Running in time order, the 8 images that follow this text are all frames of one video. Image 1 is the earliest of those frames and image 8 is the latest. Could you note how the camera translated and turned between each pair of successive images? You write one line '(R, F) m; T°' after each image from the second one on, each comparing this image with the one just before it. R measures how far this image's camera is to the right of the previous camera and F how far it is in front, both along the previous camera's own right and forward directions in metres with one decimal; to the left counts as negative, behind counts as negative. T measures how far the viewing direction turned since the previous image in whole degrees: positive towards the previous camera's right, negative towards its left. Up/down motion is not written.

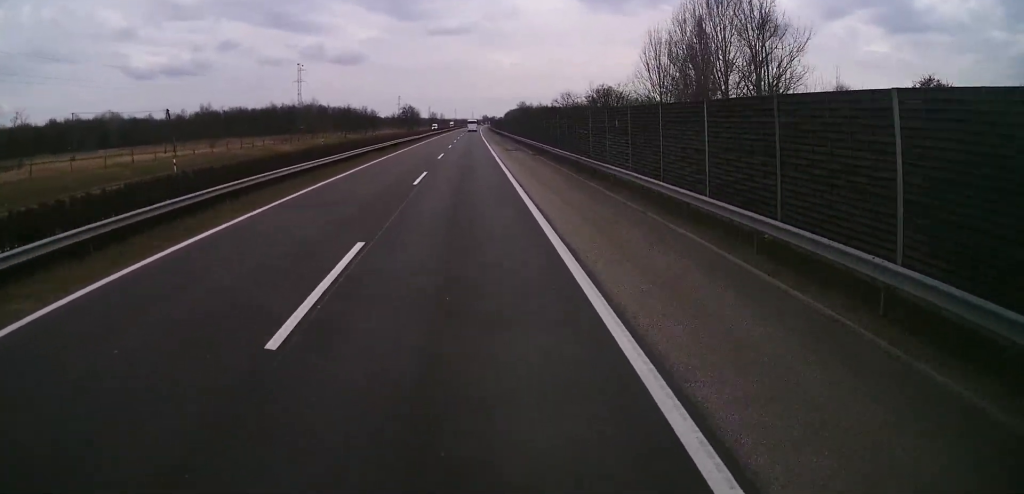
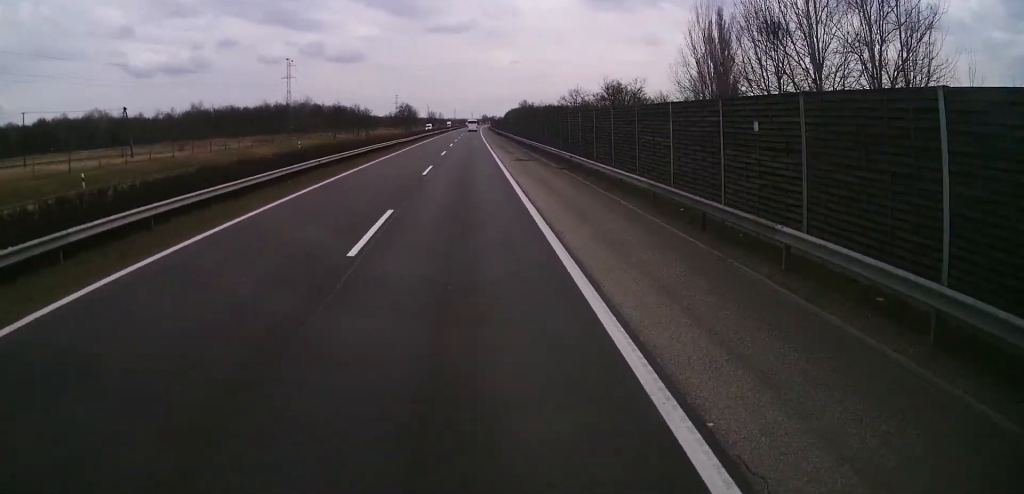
(-0.2, +13.1) m; 0°
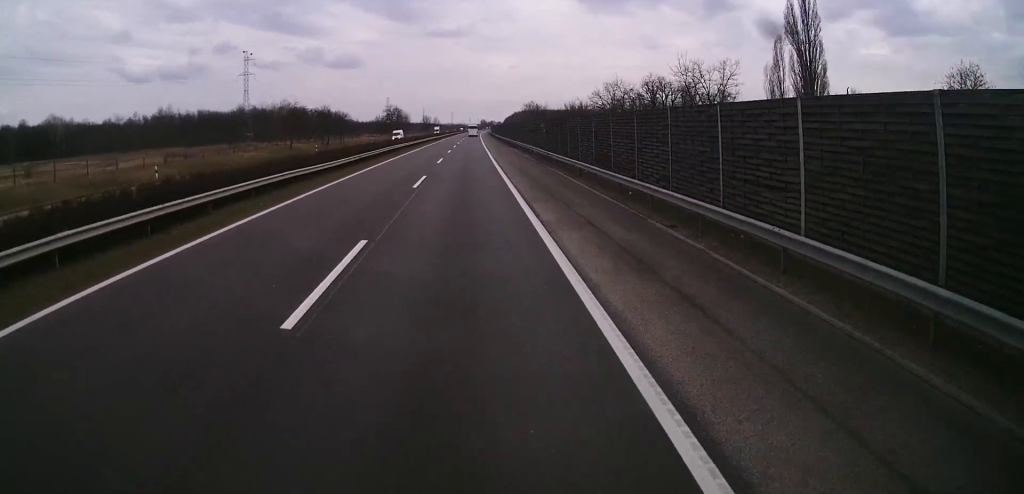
(+0.1, +39.9) m; 0°
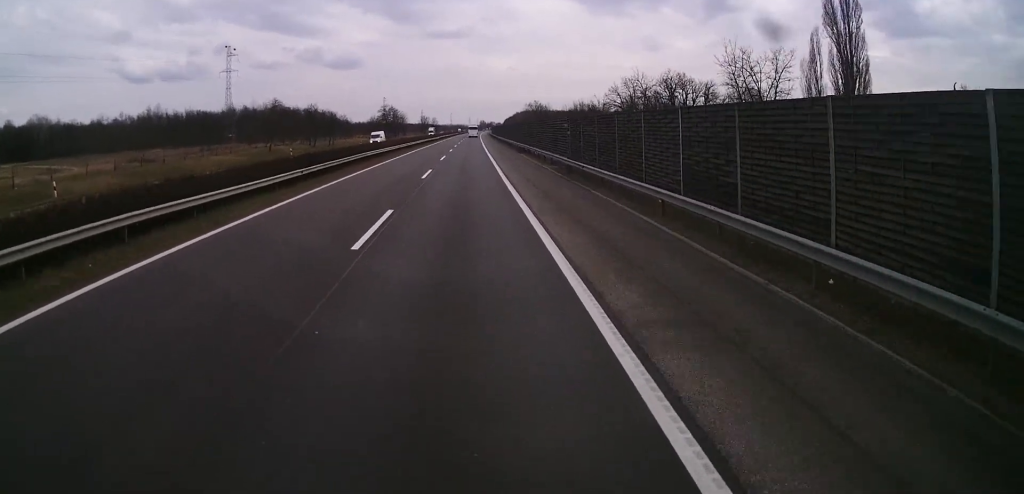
(-0.1, +13.0) m; 0°
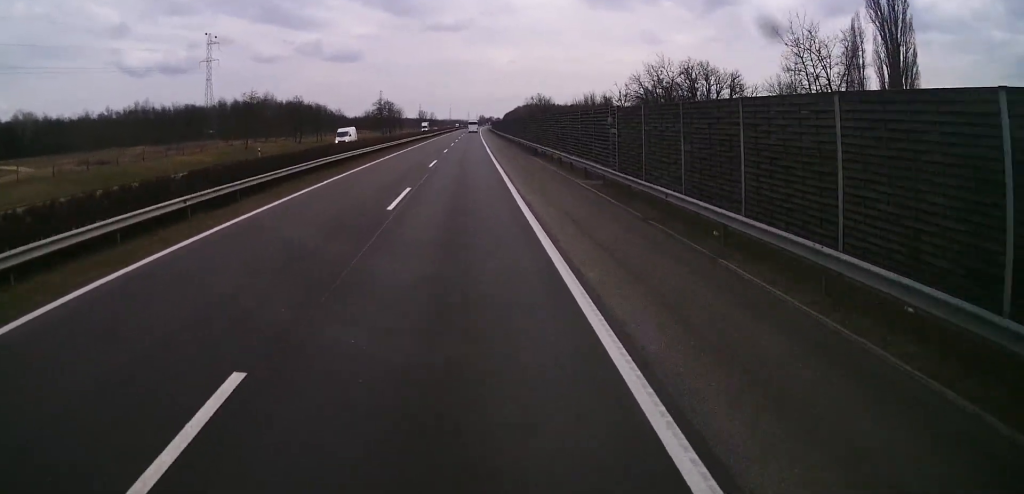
(0.0, +12.3) m; +1°
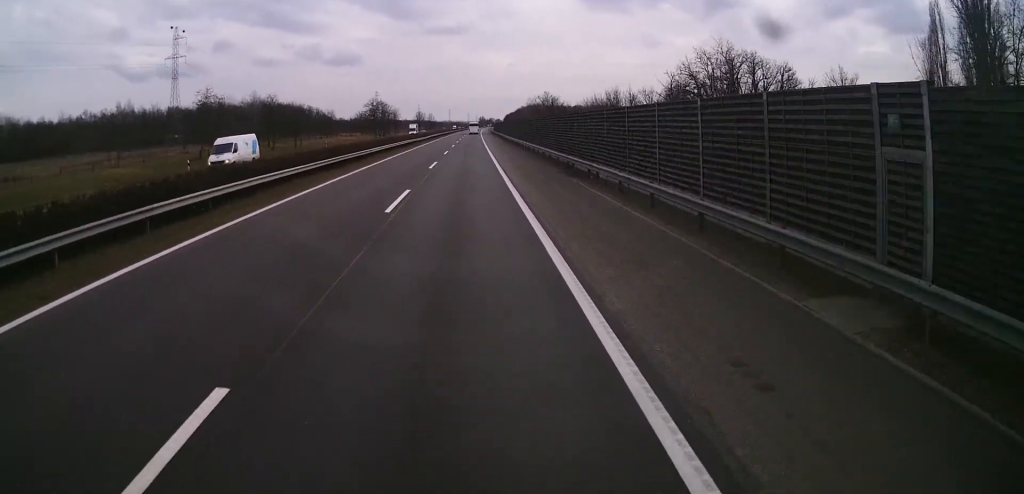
(+0.2, +18.4) m; +1°
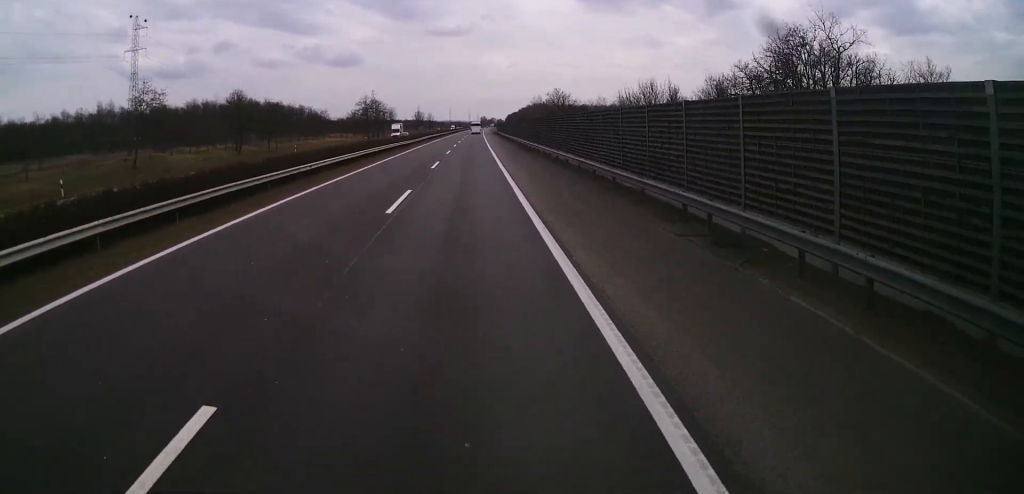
(+0.3, +18.5) m; 0°
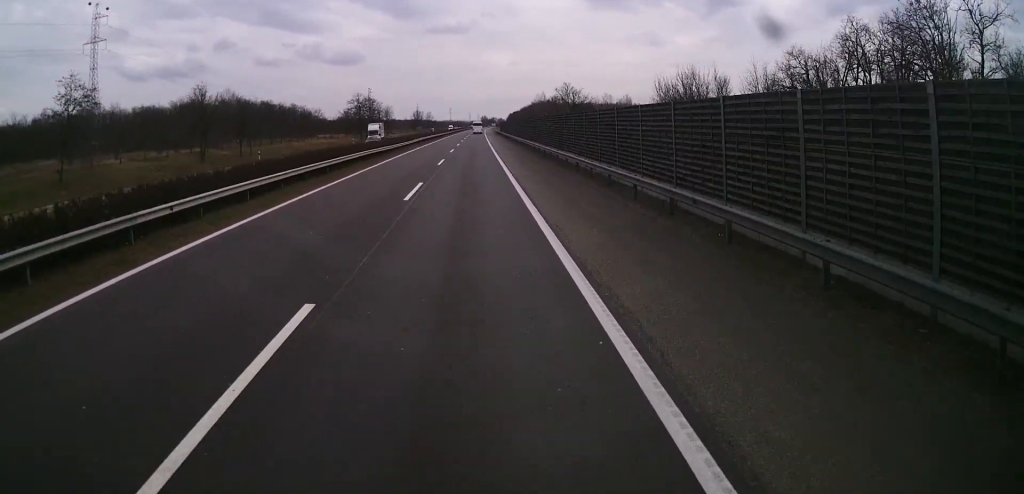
(-0.3, +14.6) m; -1°
